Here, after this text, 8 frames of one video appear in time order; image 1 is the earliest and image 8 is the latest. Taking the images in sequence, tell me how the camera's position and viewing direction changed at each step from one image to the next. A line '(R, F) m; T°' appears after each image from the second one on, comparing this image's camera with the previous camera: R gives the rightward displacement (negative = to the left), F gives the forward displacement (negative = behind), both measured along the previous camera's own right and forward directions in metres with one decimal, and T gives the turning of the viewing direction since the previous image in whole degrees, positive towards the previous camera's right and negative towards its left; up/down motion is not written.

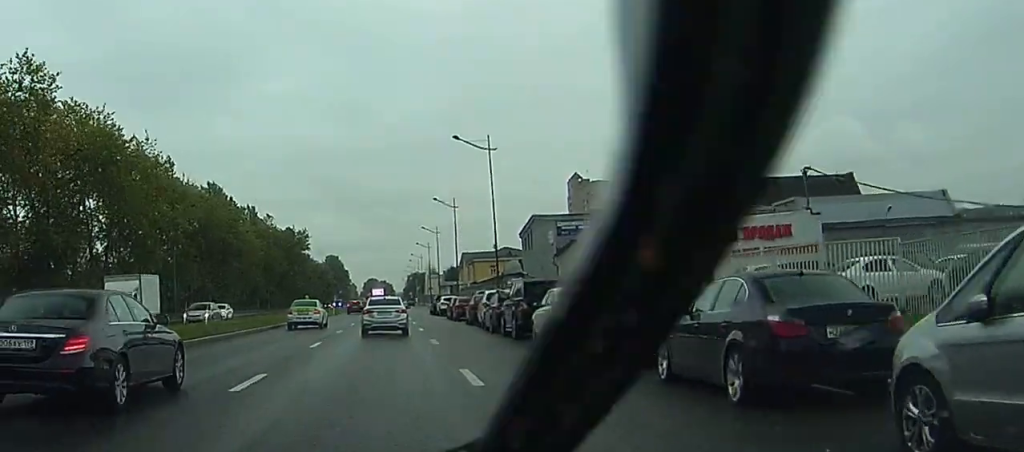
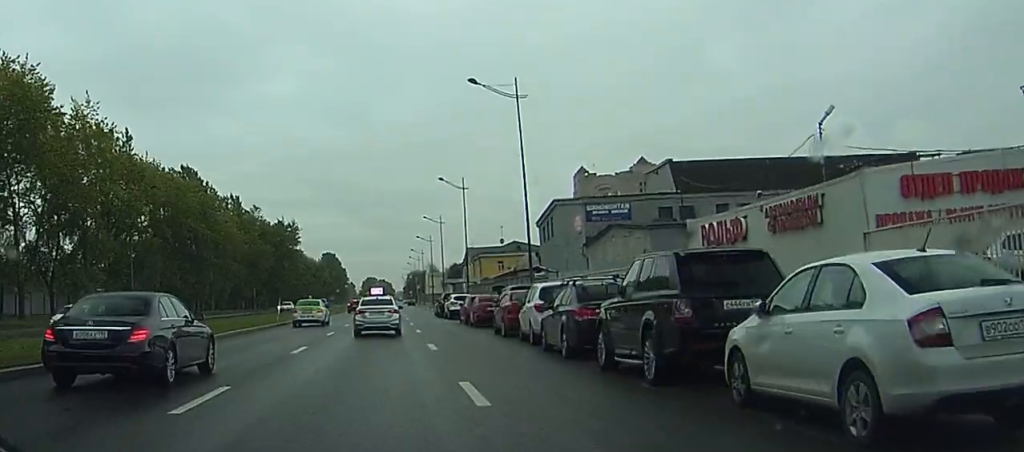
(0.0, +14.7) m; 0°
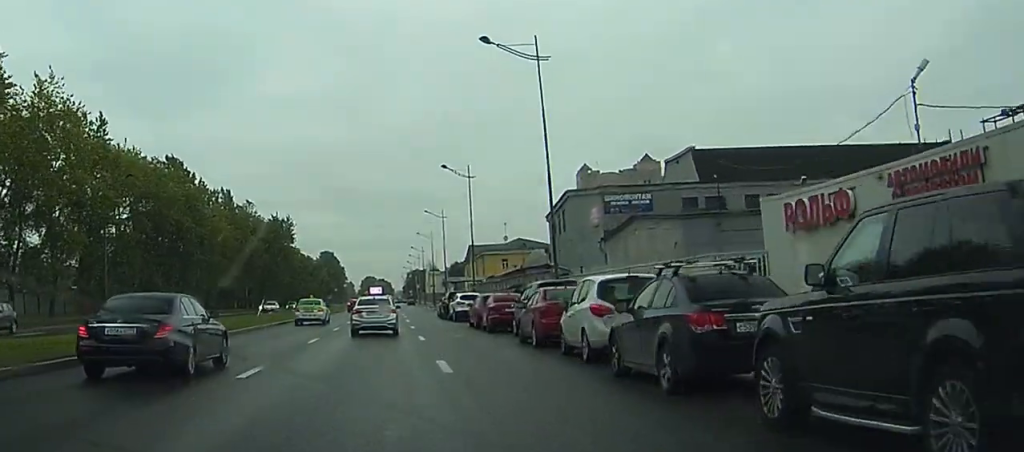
(0.0, +6.9) m; 0°
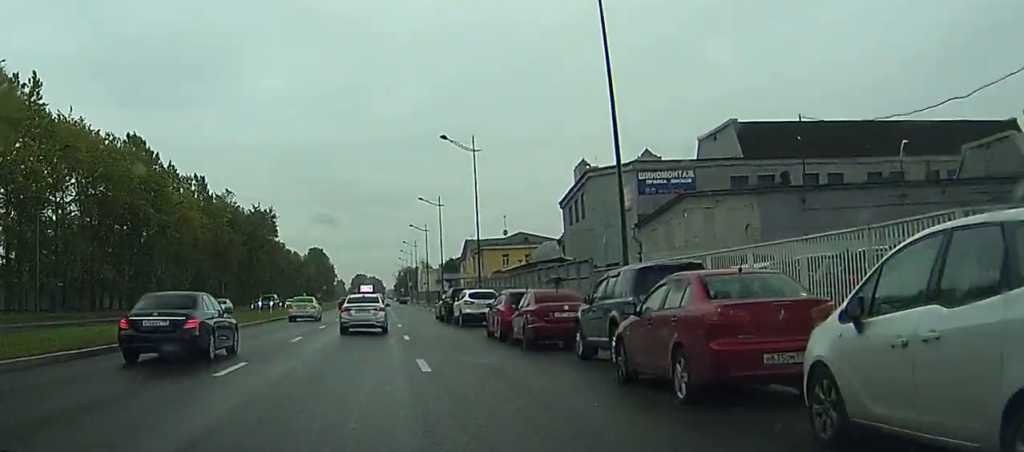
(0.0, +12.4) m; 0°
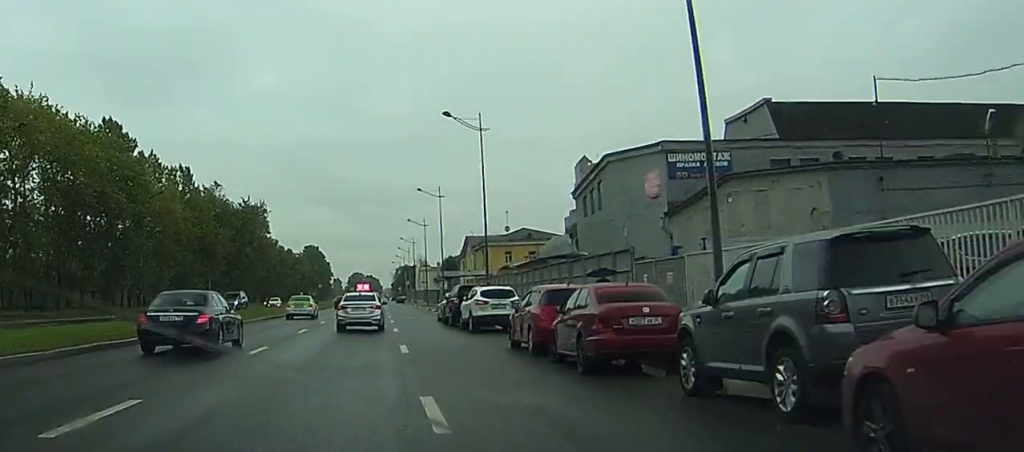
(-0.1, +7.1) m; 0°
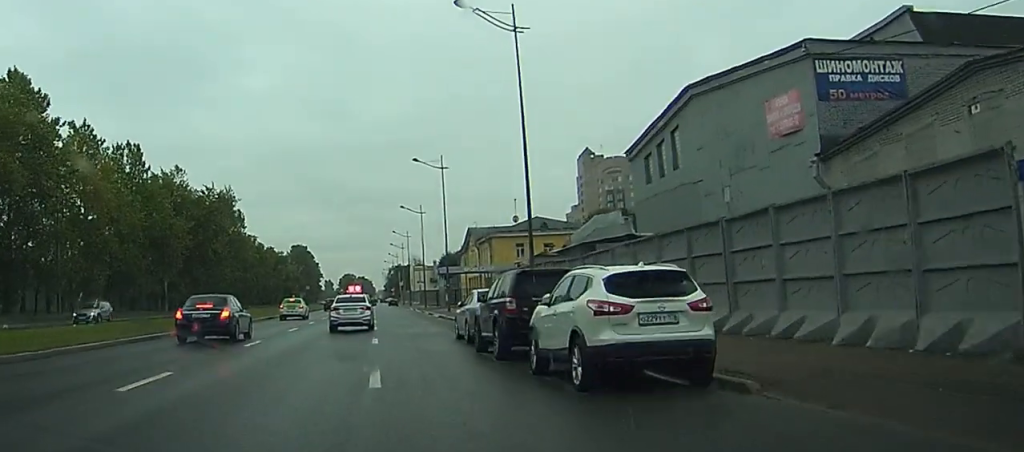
(+0.1, +20.0) m; +1°
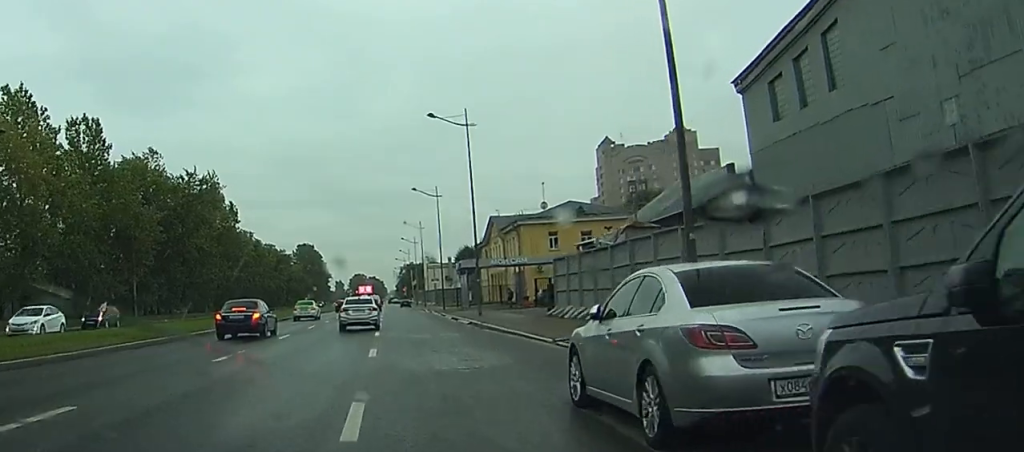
(+0.1, +17.2) m; 0°
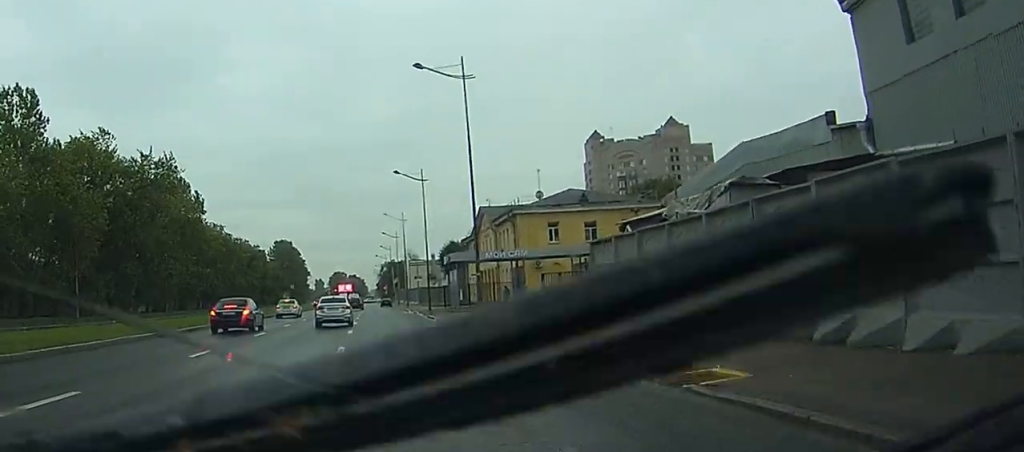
(0.0, +11.9) m; +1°
